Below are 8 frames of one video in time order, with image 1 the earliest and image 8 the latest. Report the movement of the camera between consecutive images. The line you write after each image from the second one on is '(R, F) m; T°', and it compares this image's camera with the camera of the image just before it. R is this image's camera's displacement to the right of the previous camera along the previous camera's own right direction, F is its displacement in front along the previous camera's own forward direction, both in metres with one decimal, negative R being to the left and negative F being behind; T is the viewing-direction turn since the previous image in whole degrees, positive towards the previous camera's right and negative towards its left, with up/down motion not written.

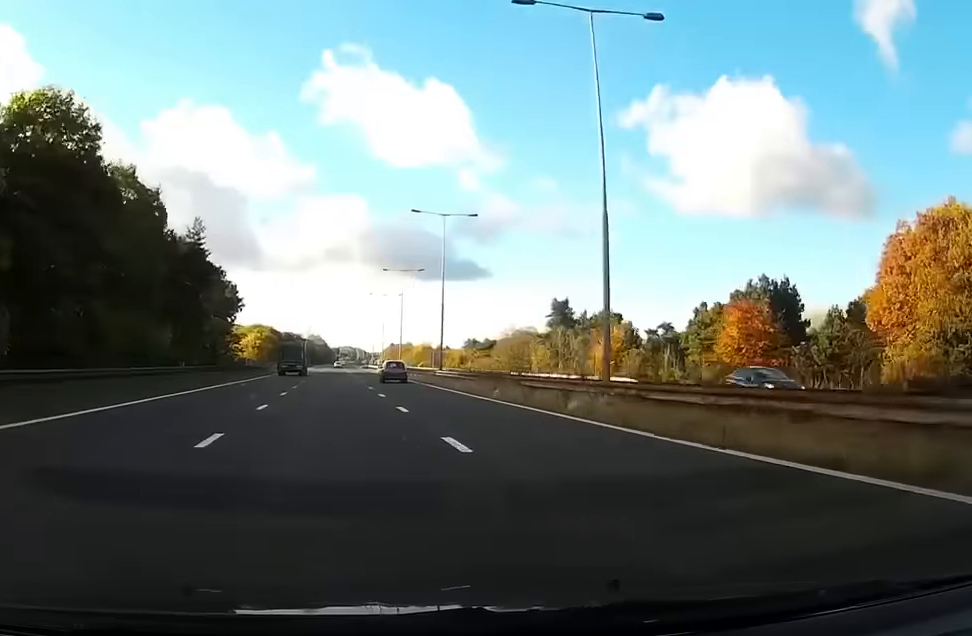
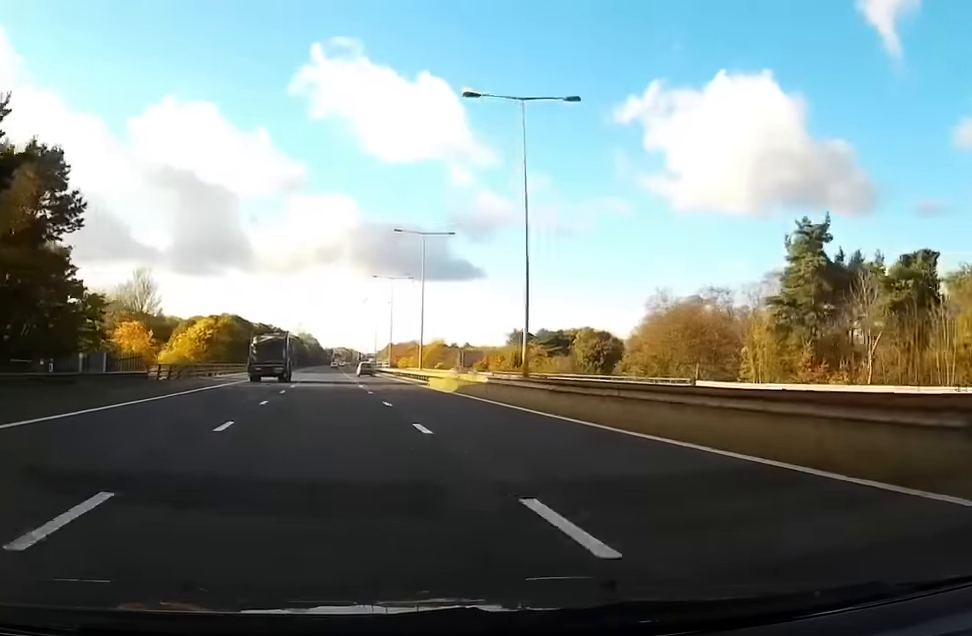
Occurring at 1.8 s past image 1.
(+0.2, +59.6) m; 0°
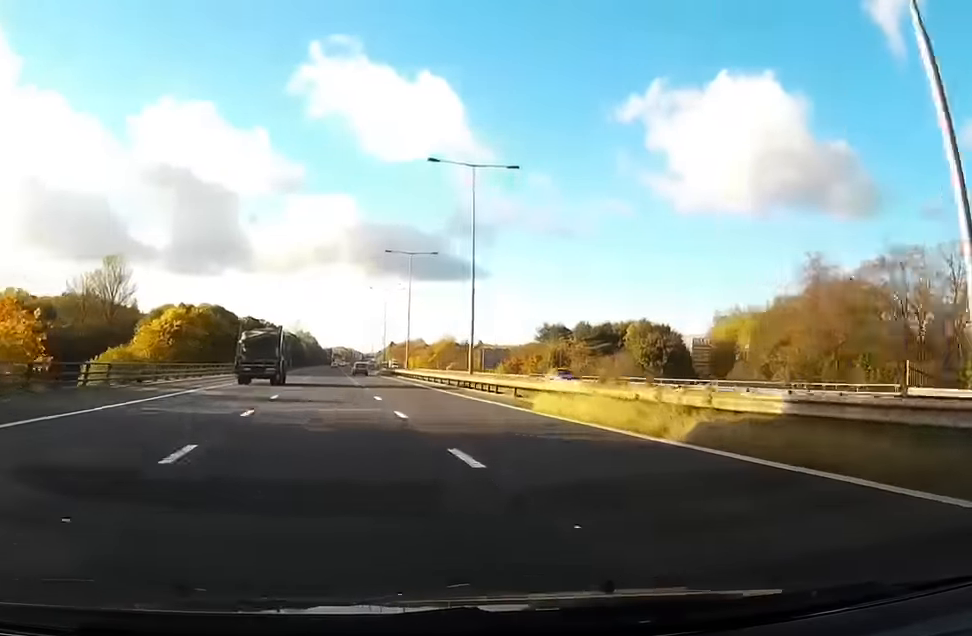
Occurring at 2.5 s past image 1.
(-0.3, +22.6) m; 0°
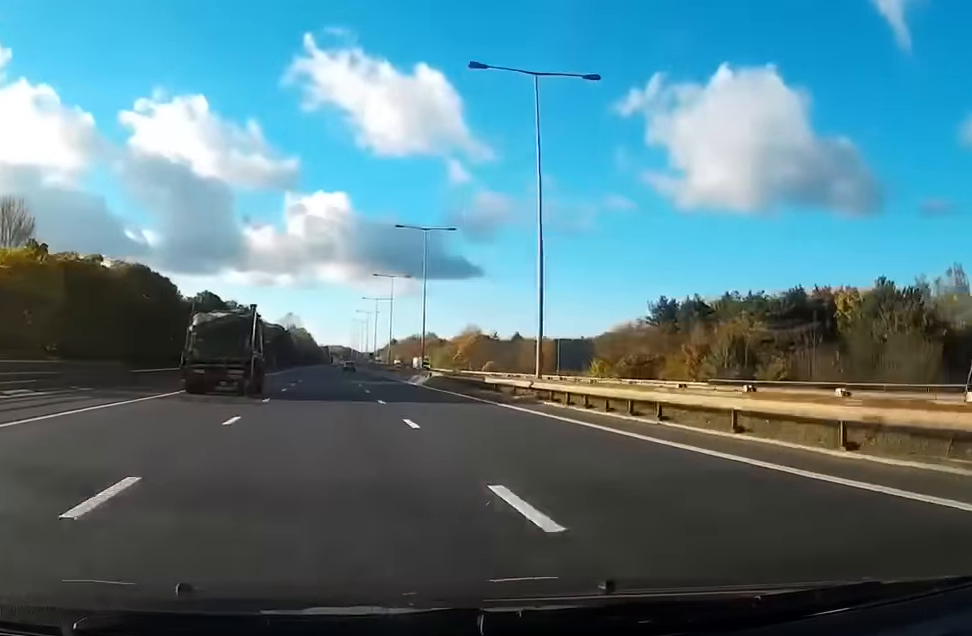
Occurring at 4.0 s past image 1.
(+0.5, +48.3) m; +1°
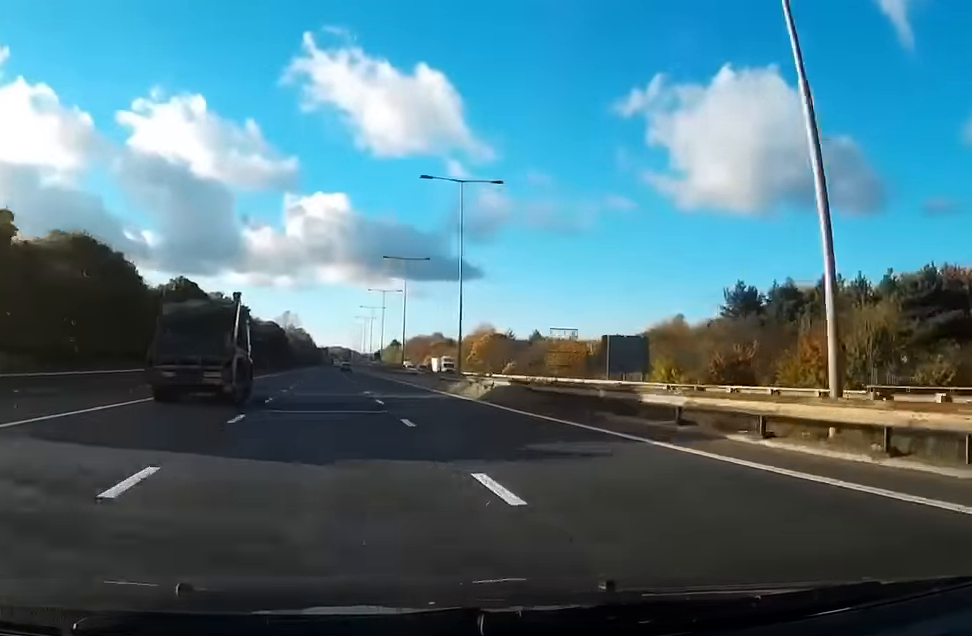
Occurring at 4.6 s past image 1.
(0.0, +17.0) m; 0°
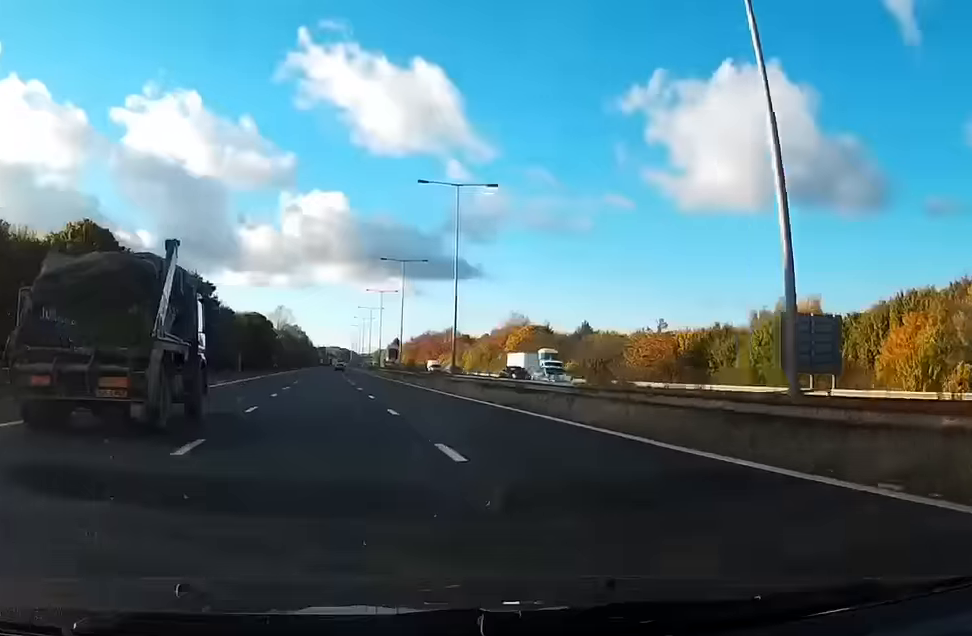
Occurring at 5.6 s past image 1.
(-0.2, +32.9) m; 0°
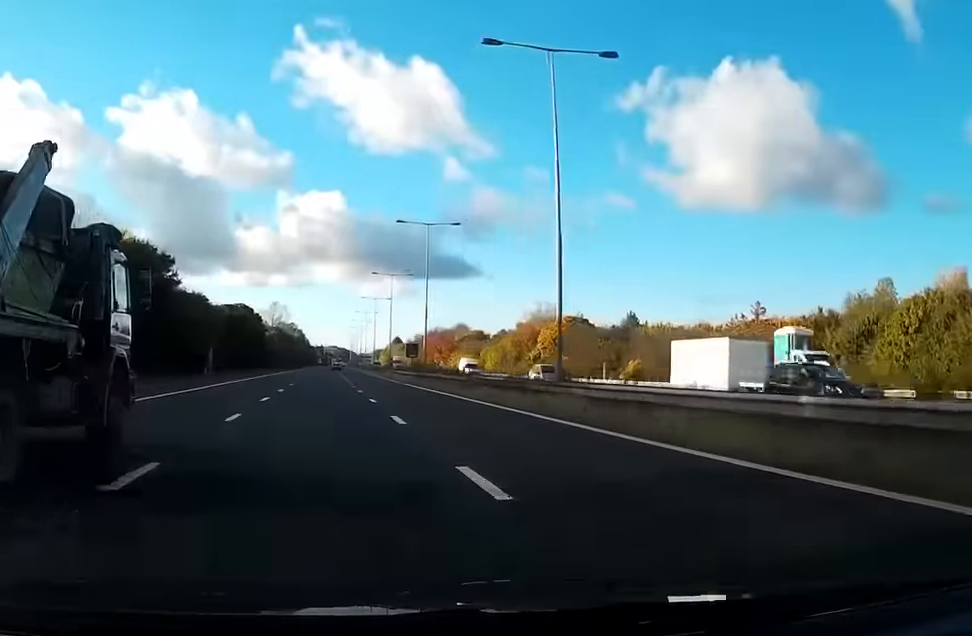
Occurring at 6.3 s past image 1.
(+0.1, +21.0) m; 0°
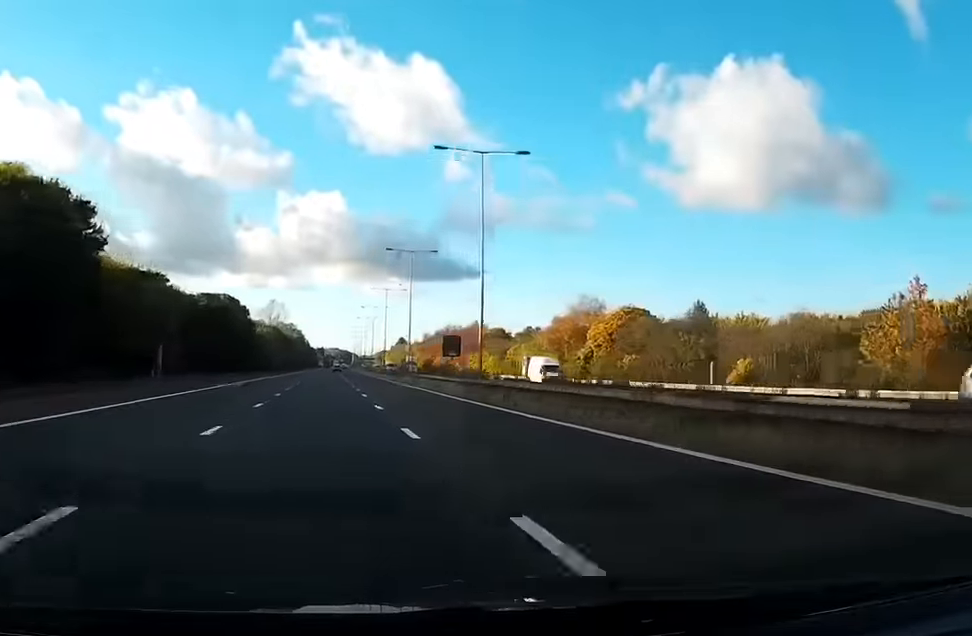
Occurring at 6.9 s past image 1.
(+0.1, +21.0) m; 0°
